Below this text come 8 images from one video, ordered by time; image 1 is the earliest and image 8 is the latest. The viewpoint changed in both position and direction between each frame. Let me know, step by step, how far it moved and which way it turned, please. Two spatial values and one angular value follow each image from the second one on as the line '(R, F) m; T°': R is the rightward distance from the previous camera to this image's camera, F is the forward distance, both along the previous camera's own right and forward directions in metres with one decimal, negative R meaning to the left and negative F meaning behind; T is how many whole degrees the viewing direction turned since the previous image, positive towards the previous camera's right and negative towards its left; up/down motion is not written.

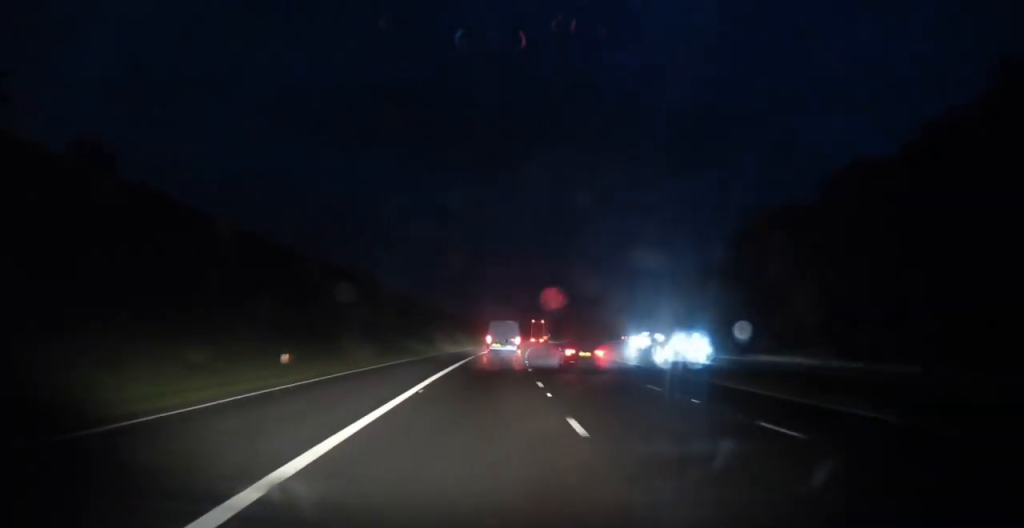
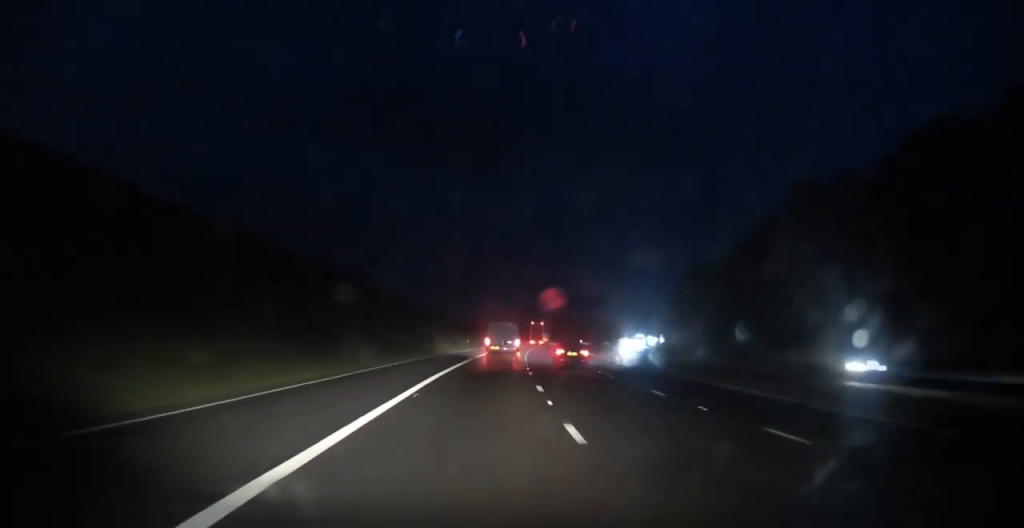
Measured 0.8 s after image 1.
(+0.2, +19.7) m; +1°
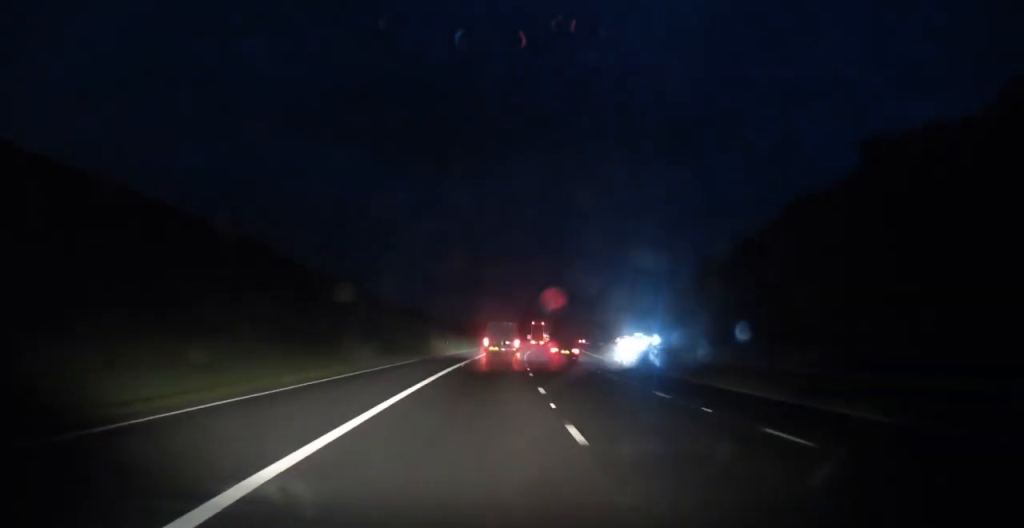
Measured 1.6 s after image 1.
(+0.1, +18.9) m; +1°
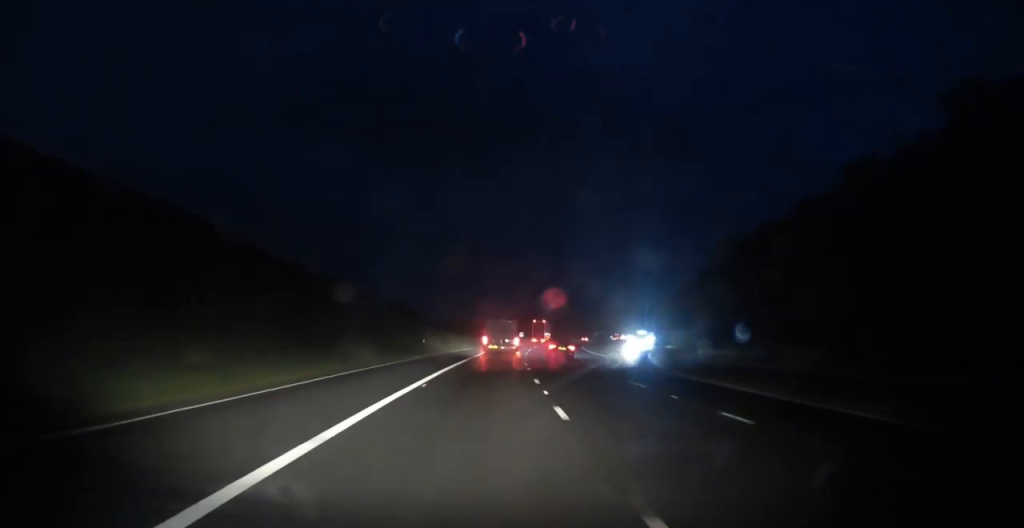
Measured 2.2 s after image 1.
(+0.1, +15.5) m; +1°
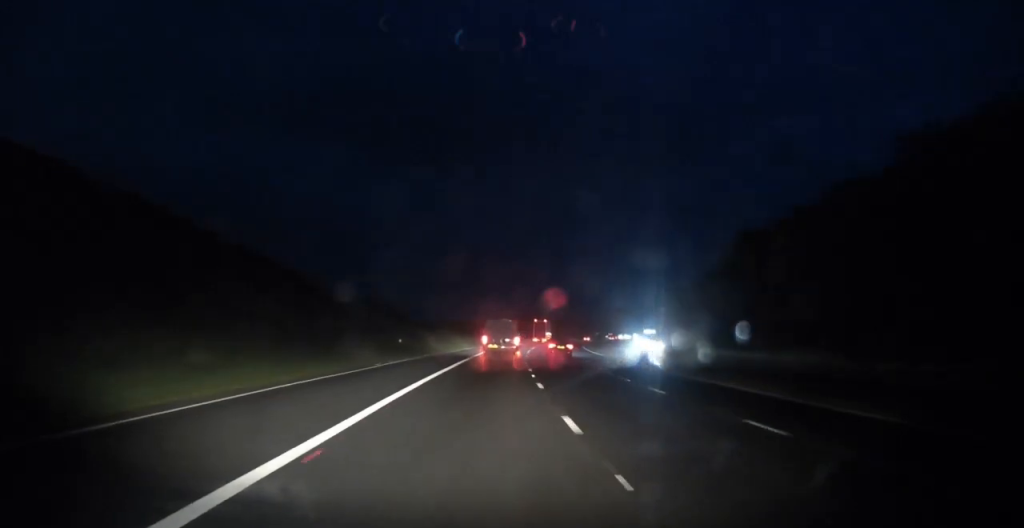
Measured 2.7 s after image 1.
(+0.1, +11.4) m; +1°
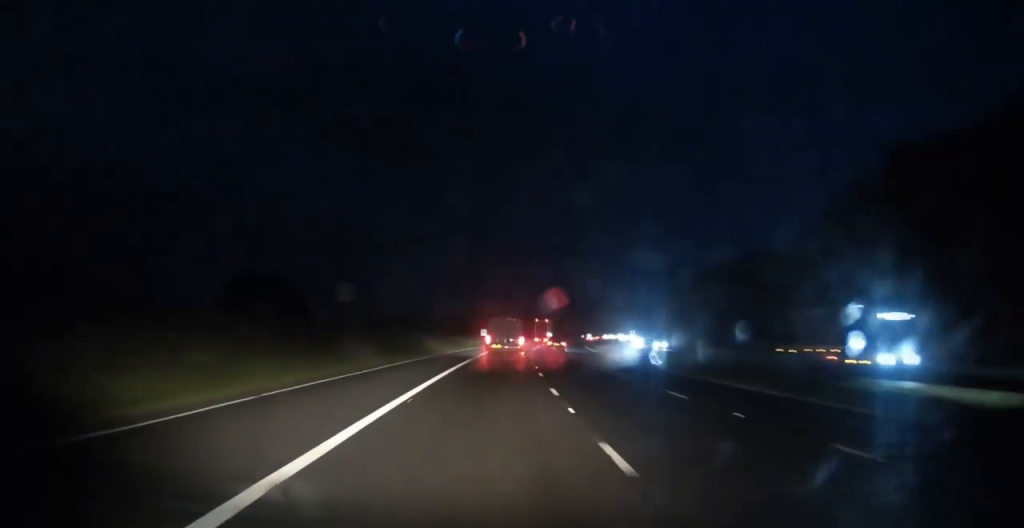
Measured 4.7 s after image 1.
(+1.0, +50.1) m; +2°
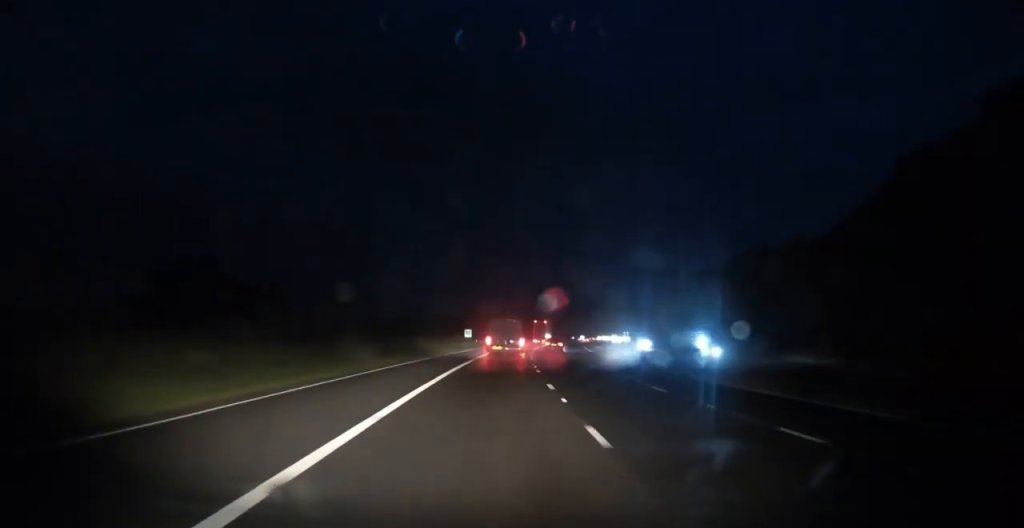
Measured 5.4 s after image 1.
(+0.1, +16.8) m; +1°
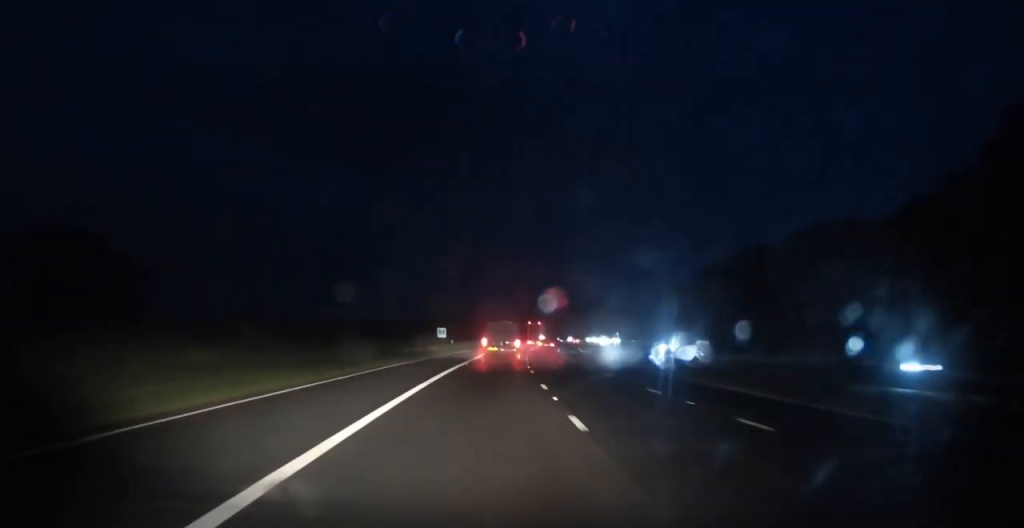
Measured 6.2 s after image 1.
(+0.2, +18.3) m; +2°
